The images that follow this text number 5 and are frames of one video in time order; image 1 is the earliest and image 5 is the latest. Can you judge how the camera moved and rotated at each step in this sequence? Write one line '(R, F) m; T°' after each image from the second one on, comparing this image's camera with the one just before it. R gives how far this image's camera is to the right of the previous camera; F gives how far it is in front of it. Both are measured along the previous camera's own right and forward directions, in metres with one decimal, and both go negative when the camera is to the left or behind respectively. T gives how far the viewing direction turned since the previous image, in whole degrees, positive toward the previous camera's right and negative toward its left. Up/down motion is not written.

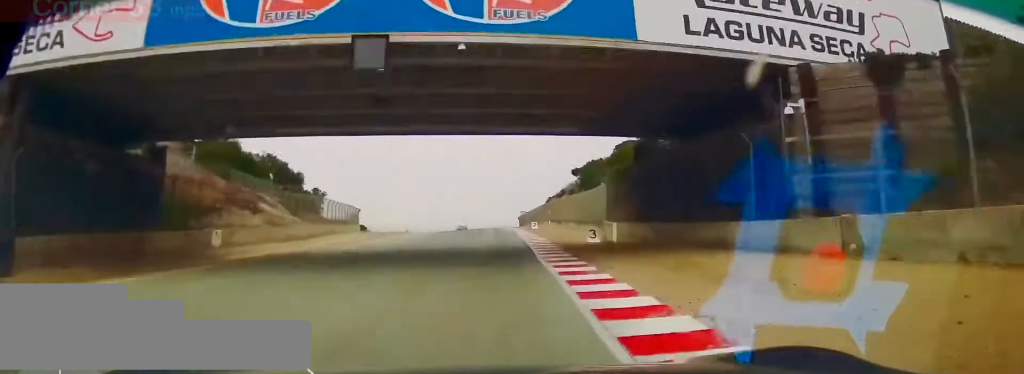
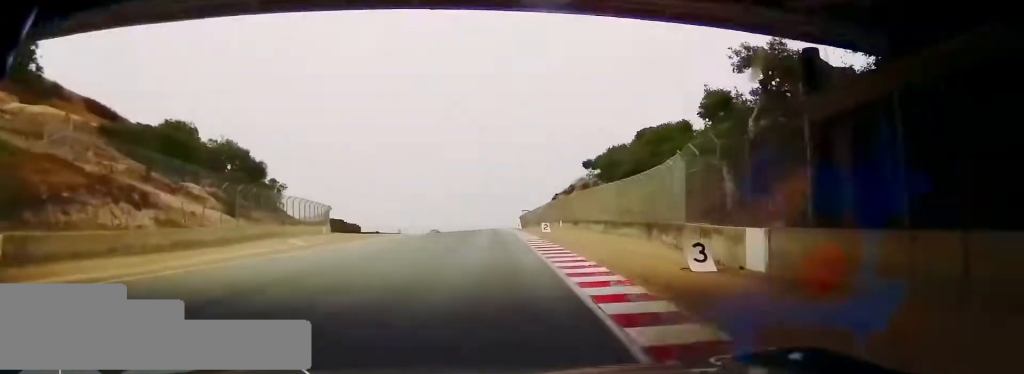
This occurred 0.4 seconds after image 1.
(0.0, +15.3) m; 0°
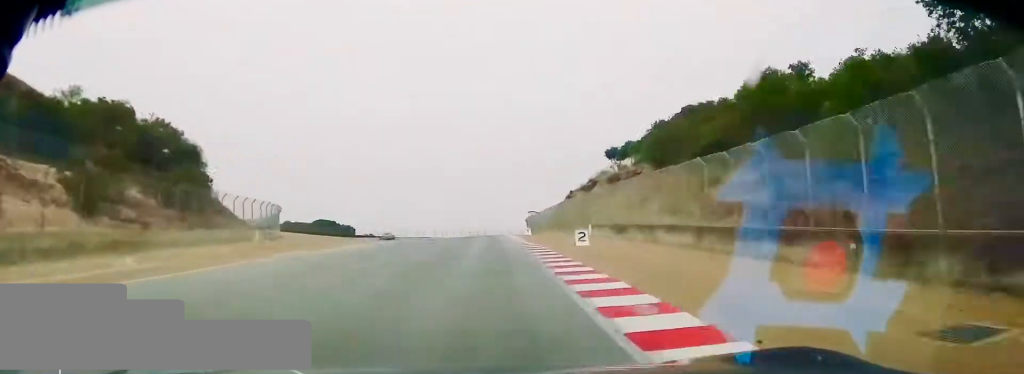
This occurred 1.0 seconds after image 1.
(0.0, +19.0) m; 0°
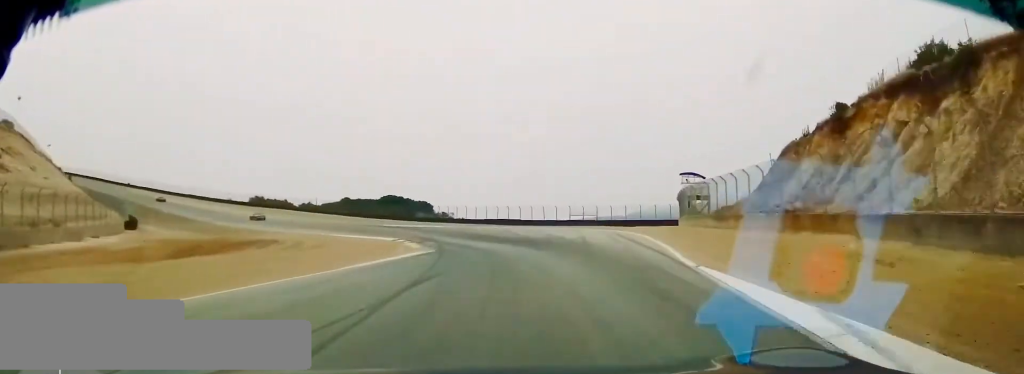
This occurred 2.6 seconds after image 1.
(-1.6, +57.0) m; -6°
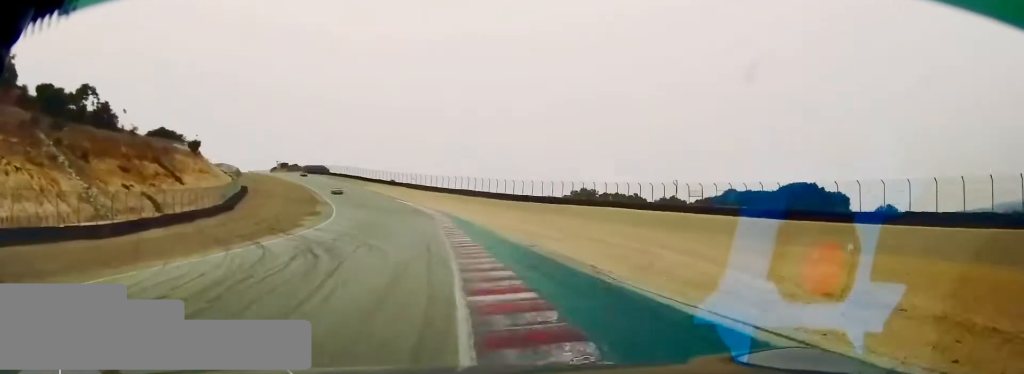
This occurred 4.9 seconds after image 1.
(-13.9, +79.1) m; -29°
